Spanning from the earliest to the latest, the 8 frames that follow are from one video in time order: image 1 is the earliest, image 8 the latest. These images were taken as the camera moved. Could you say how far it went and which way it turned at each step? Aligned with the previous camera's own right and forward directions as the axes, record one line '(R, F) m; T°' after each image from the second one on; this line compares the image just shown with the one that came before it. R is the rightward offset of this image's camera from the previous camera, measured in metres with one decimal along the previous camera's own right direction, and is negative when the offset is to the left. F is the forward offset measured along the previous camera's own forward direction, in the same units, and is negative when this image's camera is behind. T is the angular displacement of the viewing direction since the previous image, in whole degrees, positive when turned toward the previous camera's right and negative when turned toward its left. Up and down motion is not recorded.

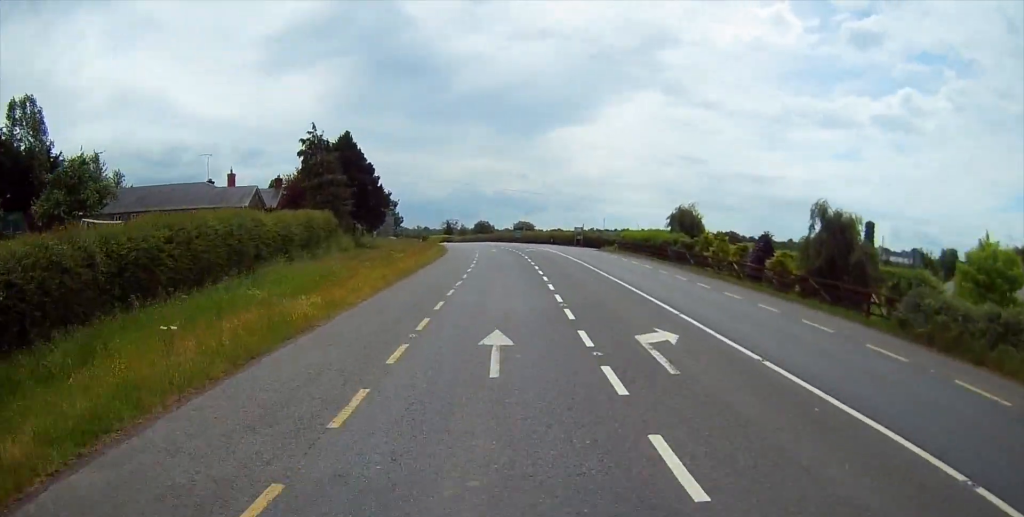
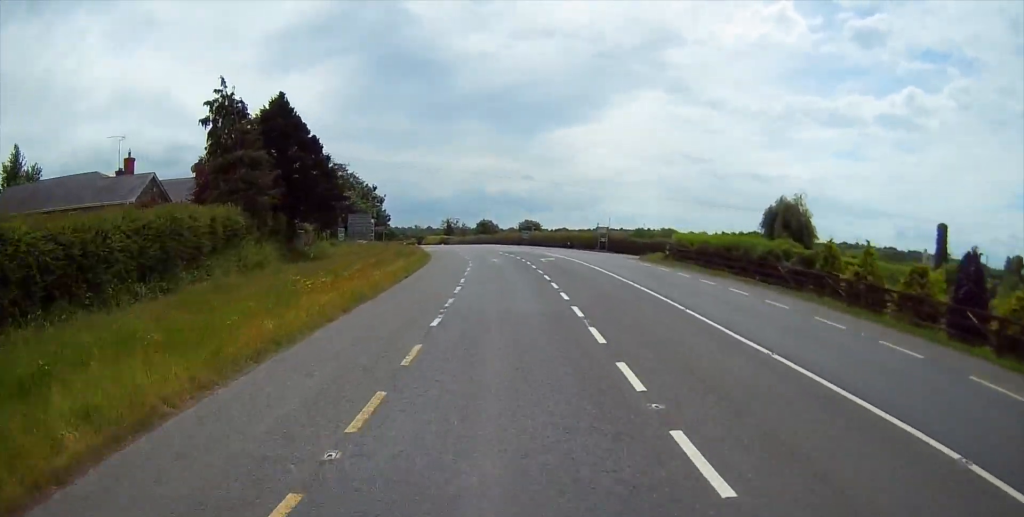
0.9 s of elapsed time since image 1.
(-0.1, +19.8) m; -1°
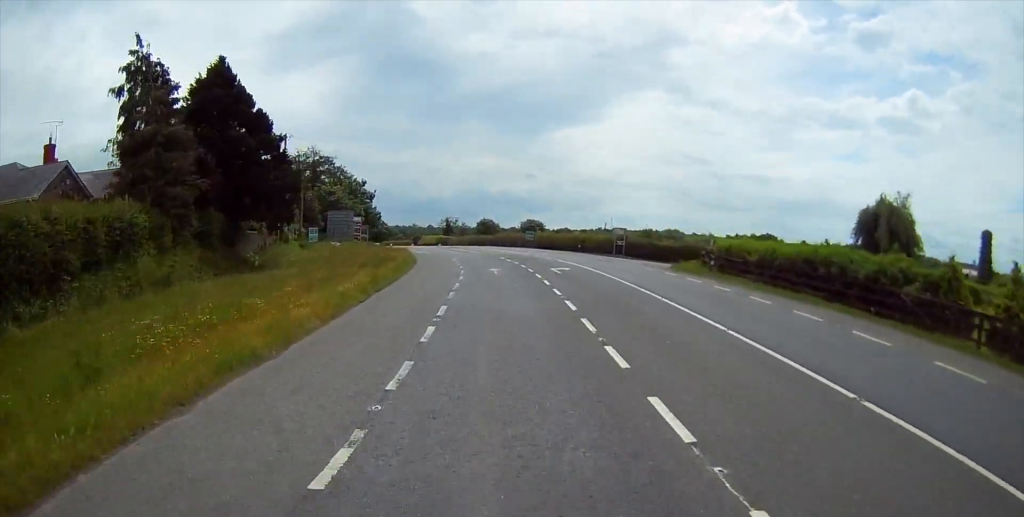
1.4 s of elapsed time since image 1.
(+0.1, +10.2) m; 0°
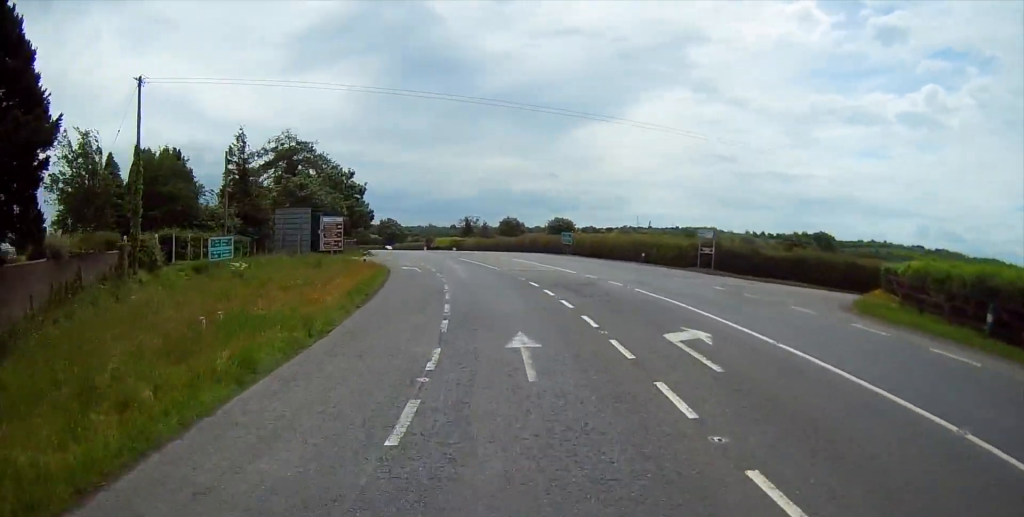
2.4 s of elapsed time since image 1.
(-0.3, +22.6) m; -1°
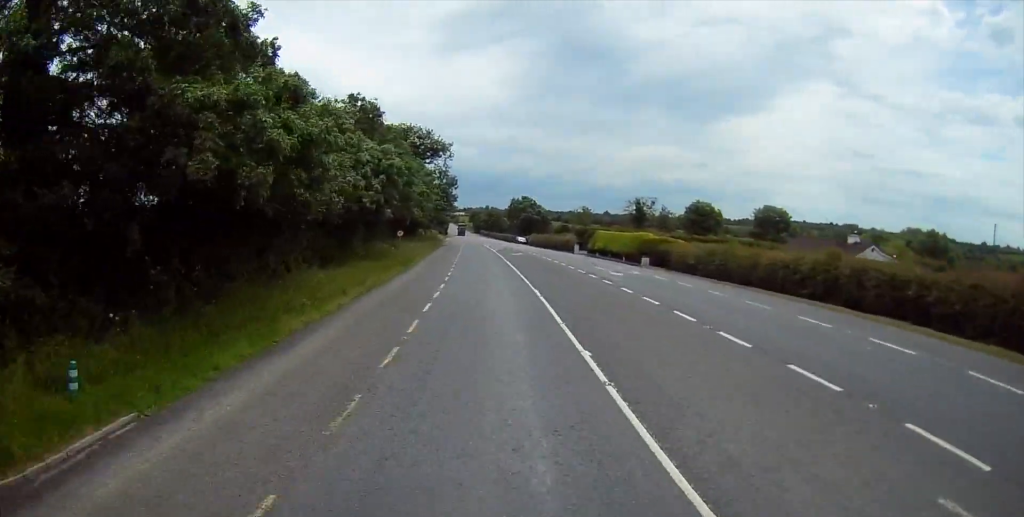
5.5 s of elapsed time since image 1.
(-5.3, +68.2) m; -11°
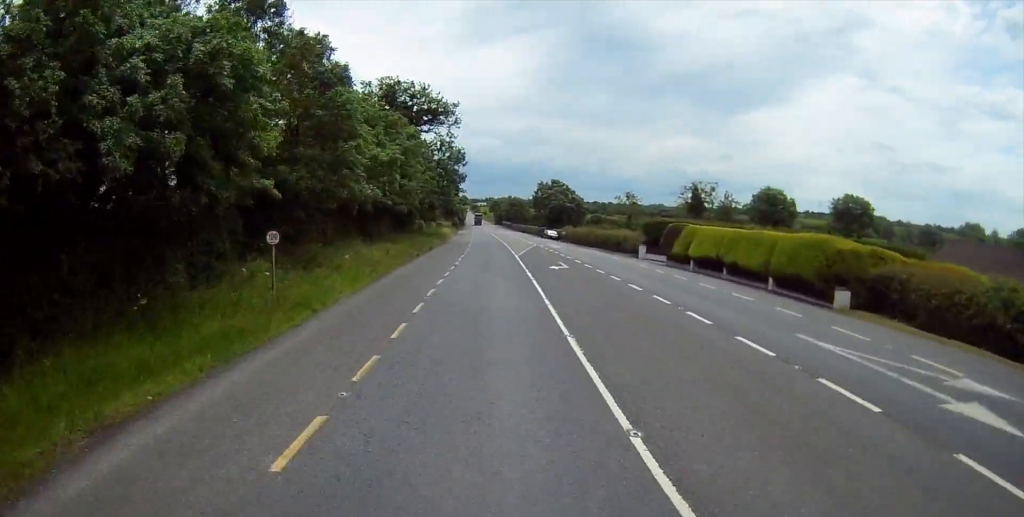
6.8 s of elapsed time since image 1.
(-1.1, +28.8) m; -4°
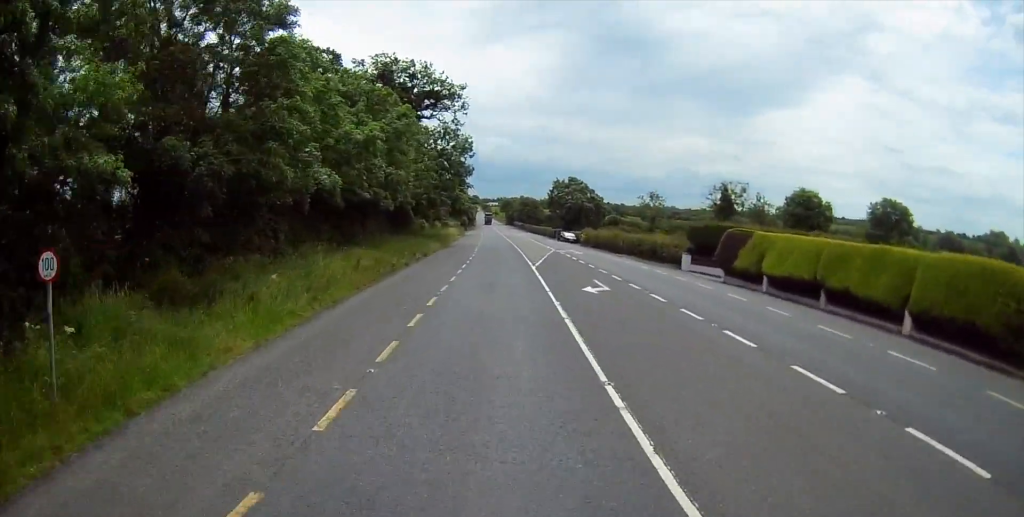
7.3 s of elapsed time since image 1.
(-0.2, +10.4) m; -1°
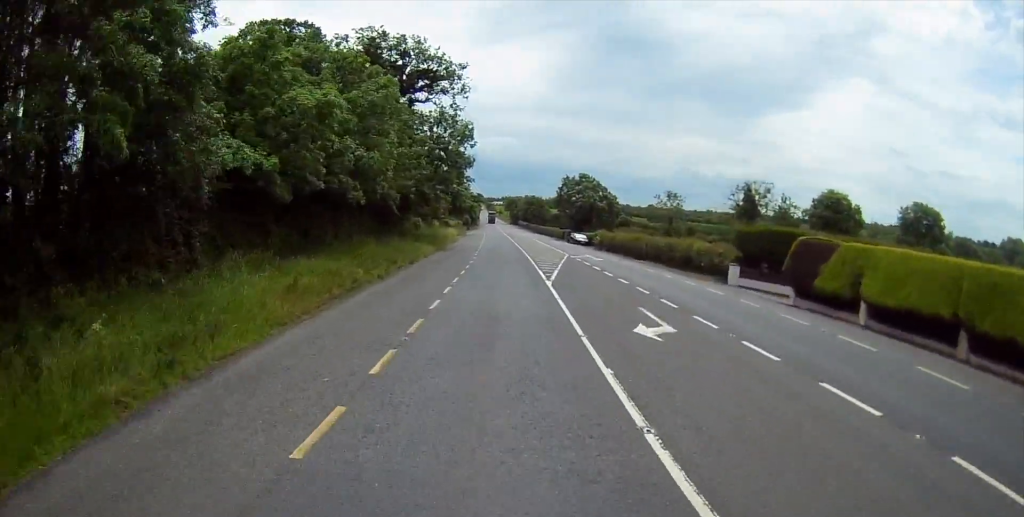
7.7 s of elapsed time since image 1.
(-0.1, +8.9) m; 0°
